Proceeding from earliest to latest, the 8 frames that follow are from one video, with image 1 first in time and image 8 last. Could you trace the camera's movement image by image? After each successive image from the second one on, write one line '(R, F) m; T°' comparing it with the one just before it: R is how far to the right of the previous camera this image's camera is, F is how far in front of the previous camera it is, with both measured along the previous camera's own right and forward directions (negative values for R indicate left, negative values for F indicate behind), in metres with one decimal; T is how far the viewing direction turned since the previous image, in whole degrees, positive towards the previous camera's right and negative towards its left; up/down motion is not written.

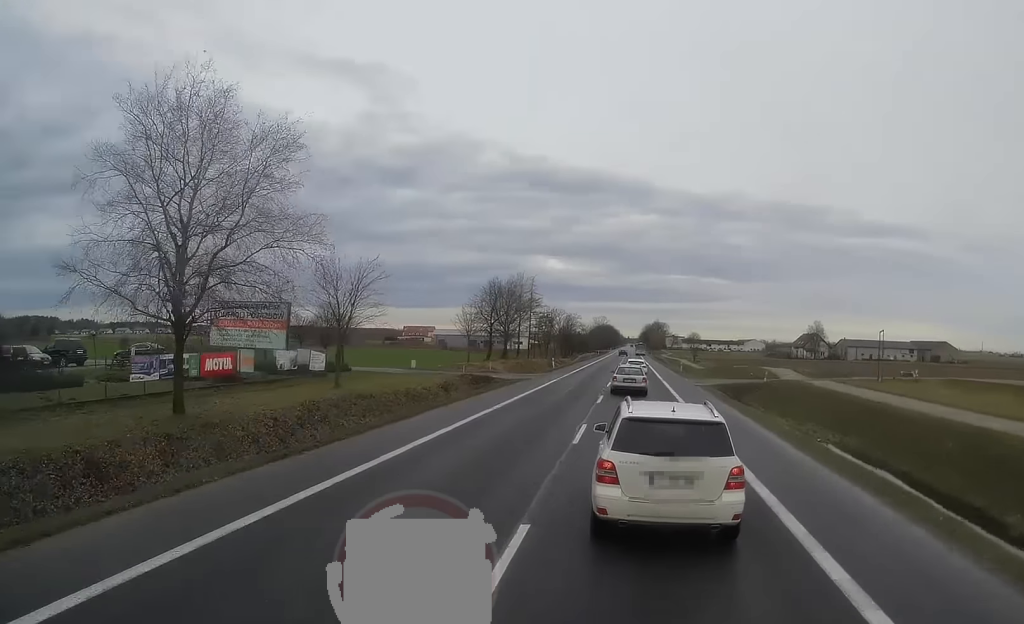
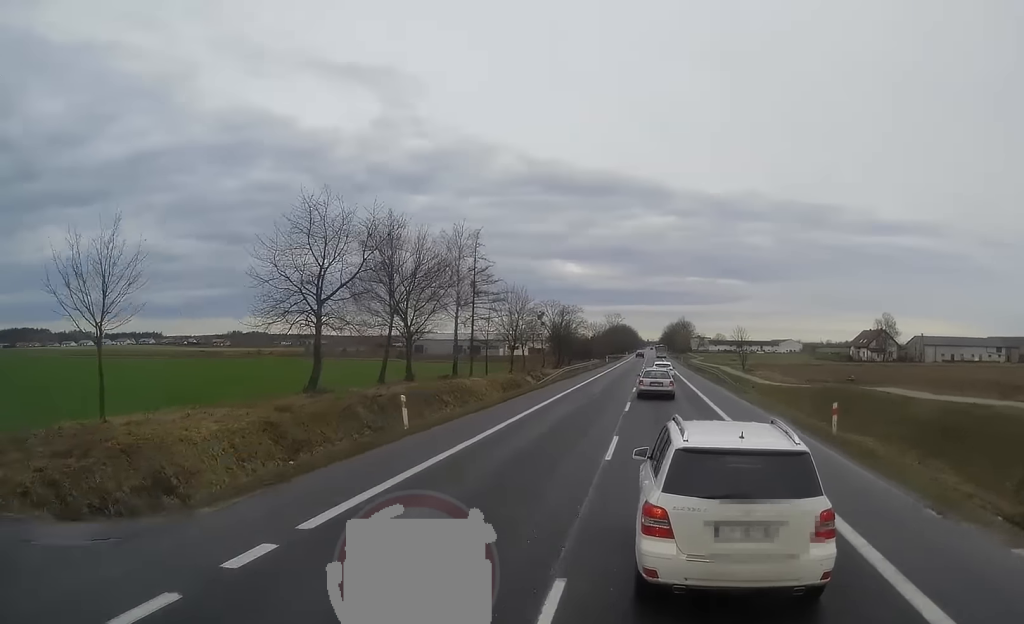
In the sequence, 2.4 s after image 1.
(-1.0, +50.2) m; -2°
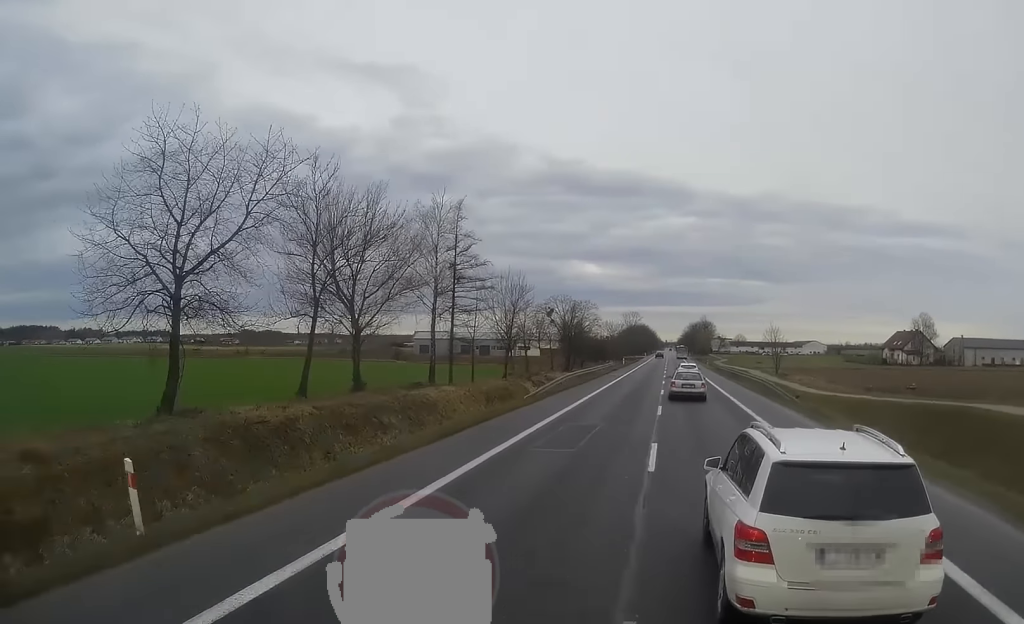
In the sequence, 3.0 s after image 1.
(-0.1, +12.8) m; 0°
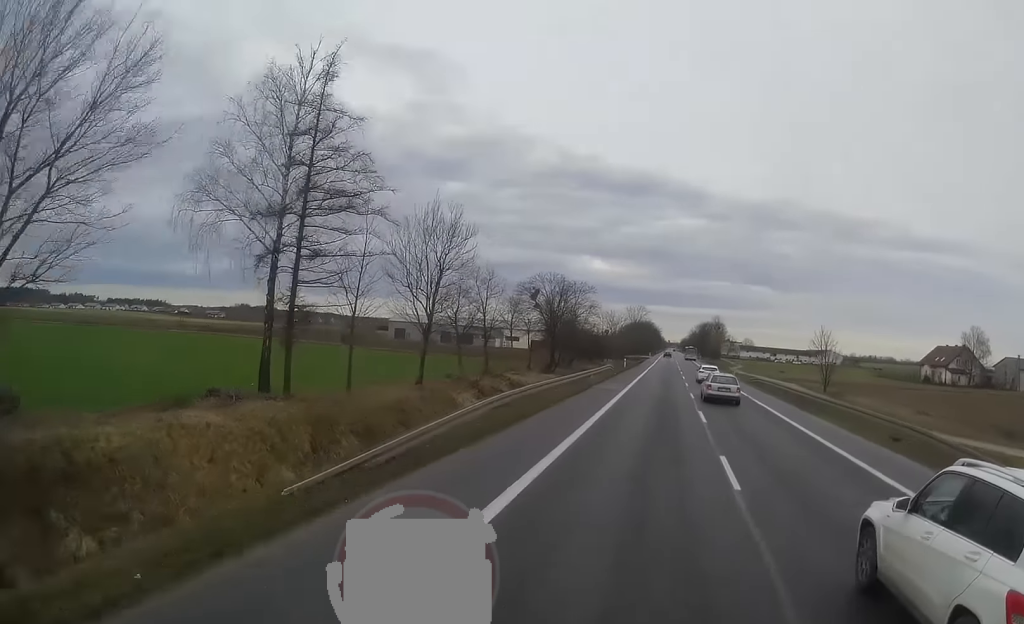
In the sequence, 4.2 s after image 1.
(-0.2, +26.0) m; 0°
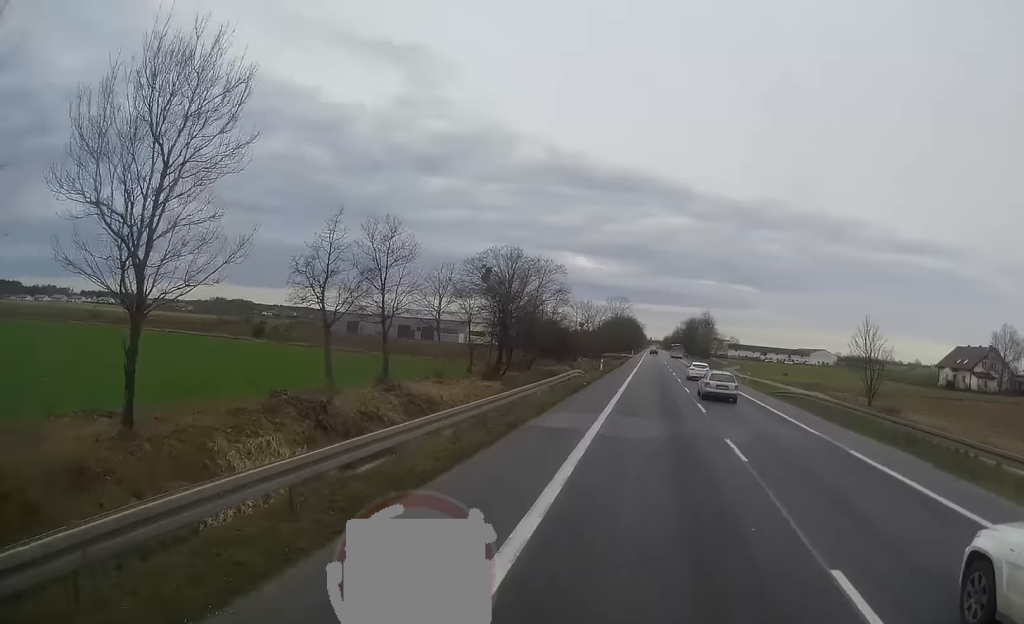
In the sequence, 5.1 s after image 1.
(+0.2, +20.8) m; +1°
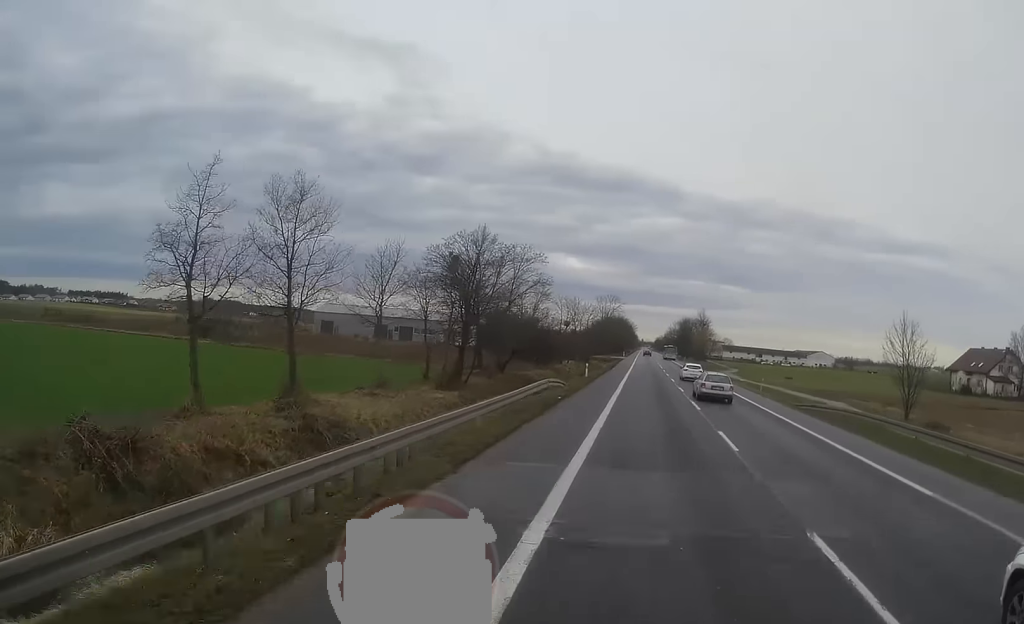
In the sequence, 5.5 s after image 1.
(+0.1, +9.8) m; 0°
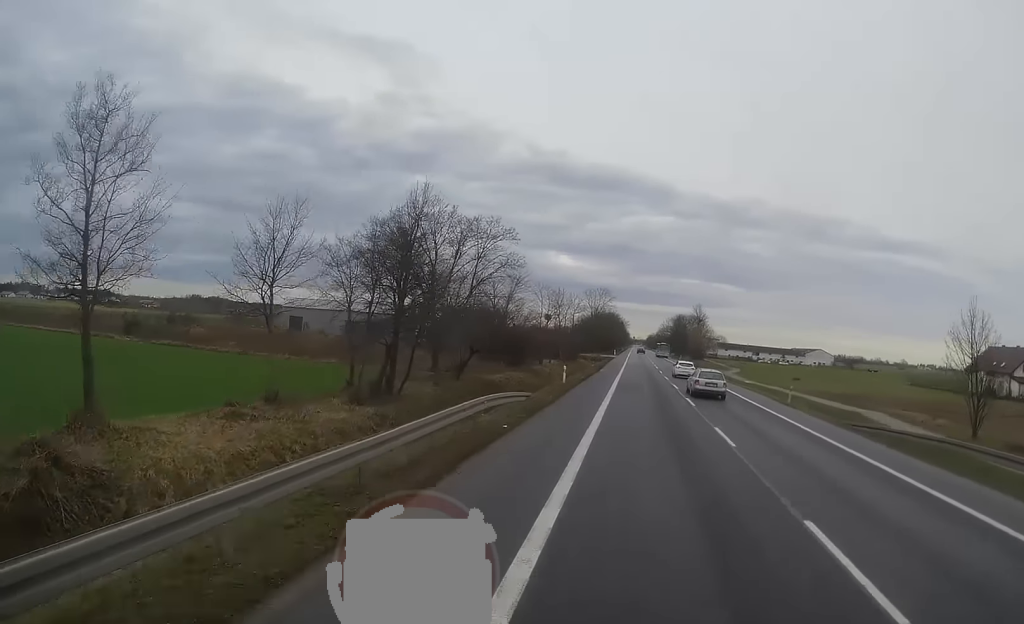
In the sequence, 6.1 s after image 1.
(0.0, +12.2) m; 0°
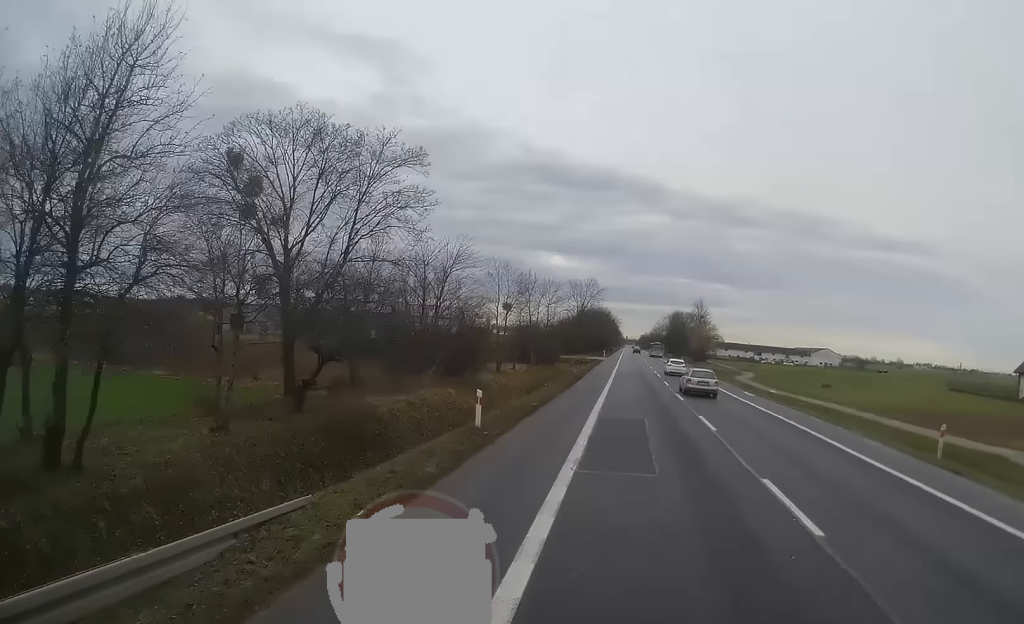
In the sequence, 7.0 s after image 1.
(0.0, +20.6) m; 0°
